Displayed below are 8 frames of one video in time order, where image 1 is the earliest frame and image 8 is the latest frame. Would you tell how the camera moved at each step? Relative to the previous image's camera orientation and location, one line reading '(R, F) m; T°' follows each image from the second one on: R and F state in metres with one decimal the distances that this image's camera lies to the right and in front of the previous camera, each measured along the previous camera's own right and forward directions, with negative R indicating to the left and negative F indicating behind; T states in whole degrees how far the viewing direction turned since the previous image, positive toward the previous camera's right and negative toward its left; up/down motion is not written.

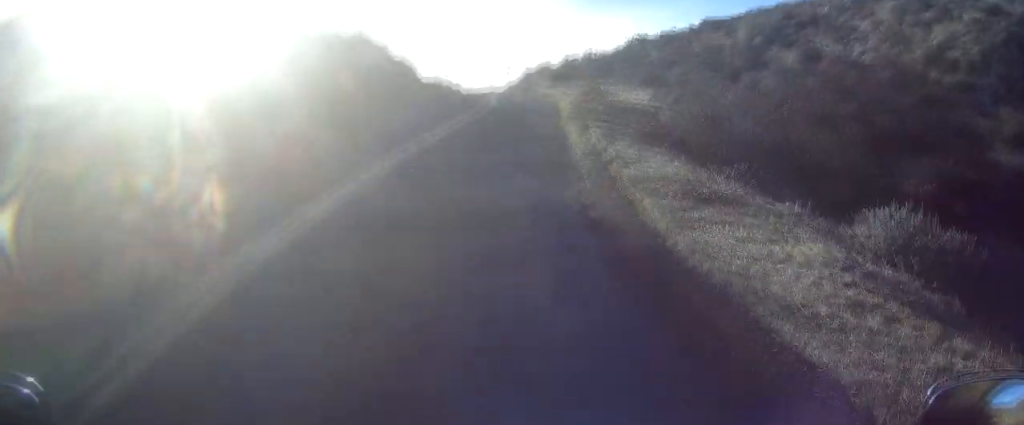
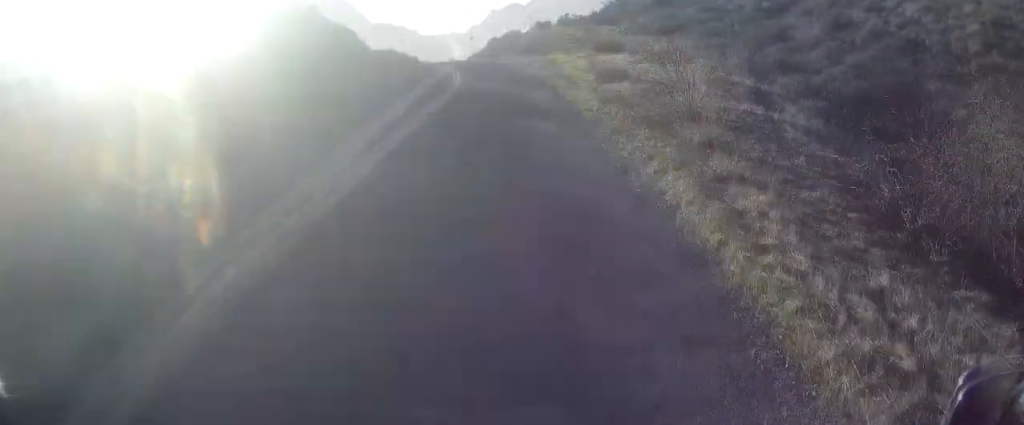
(0.0, +10.2) m; -2°
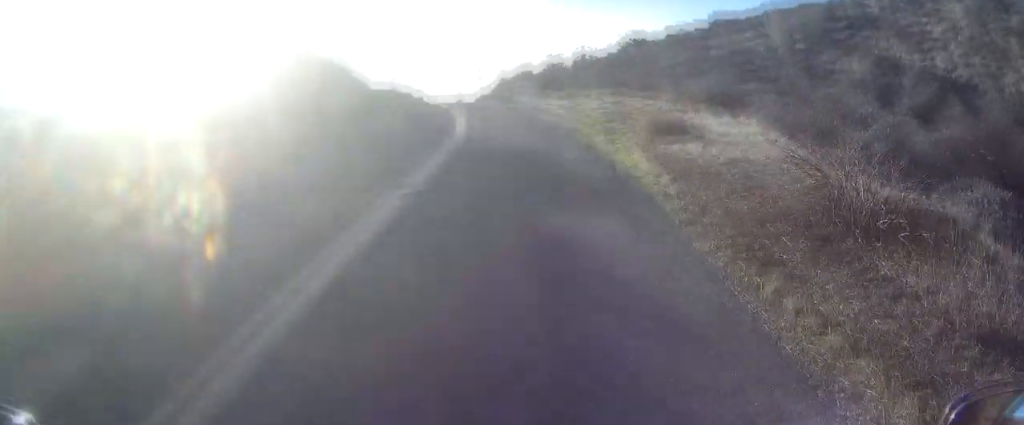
(+0.1, +5.0) m; -1°
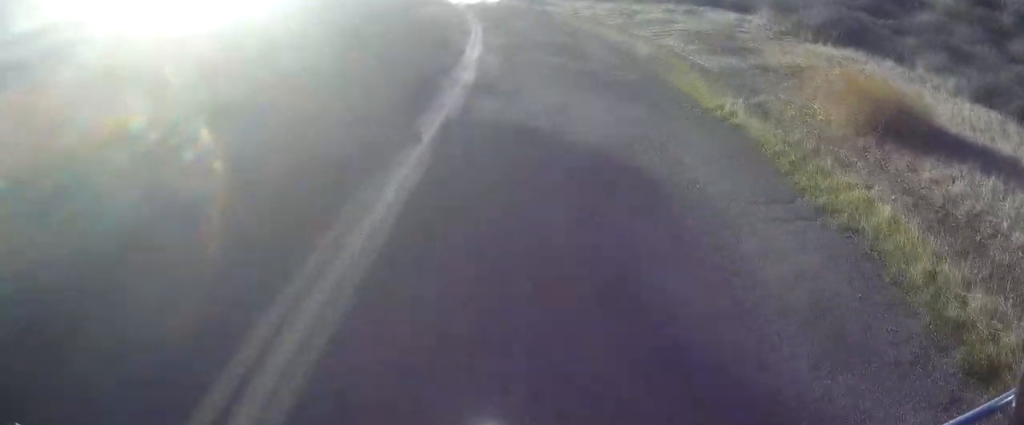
(-0.6, +7.8) m; +4°
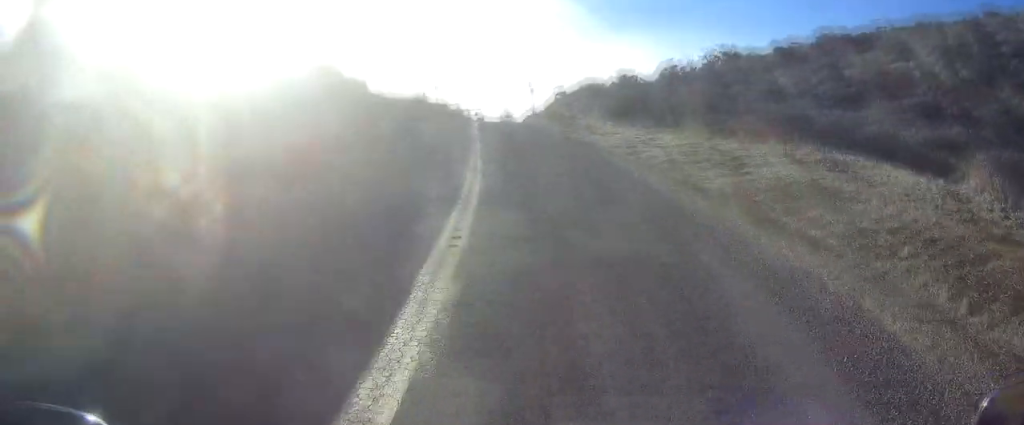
(+1.1, +9.0) m; +8°
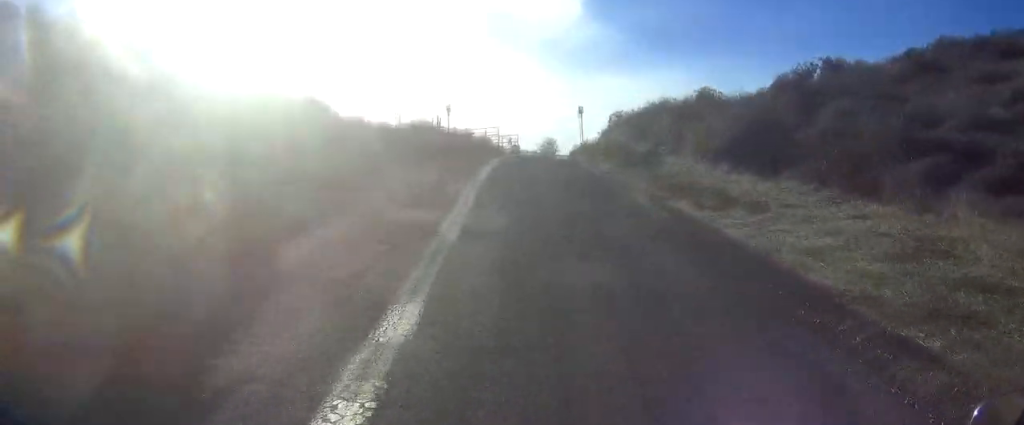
(-0.6, +16.4) m; -11°
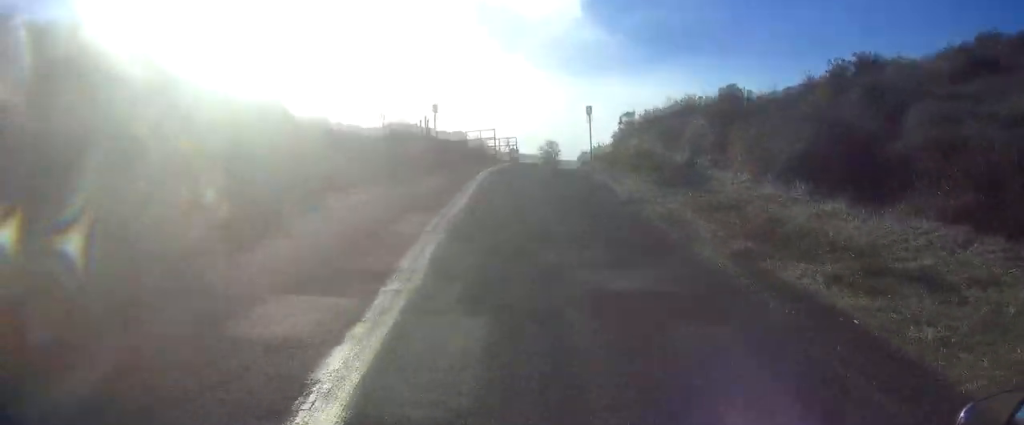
(-0.4, +6.0) m; -6°
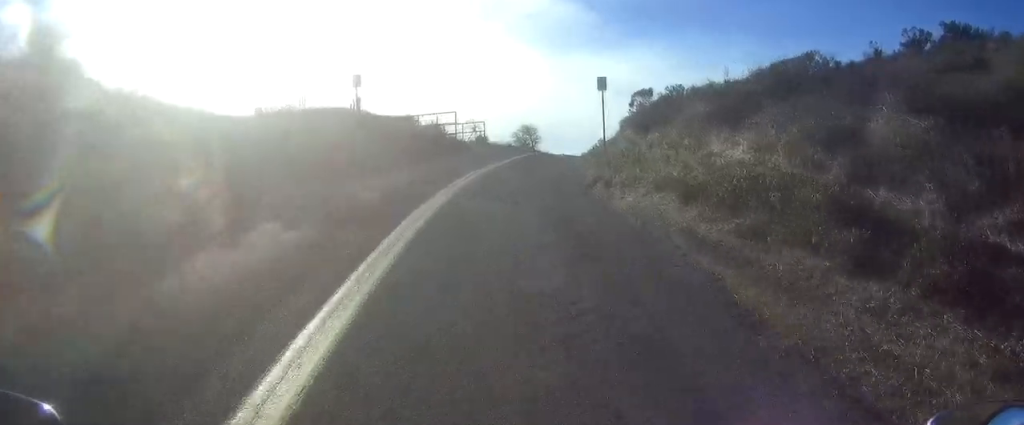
(-0.7, +13.2) m; -4°
